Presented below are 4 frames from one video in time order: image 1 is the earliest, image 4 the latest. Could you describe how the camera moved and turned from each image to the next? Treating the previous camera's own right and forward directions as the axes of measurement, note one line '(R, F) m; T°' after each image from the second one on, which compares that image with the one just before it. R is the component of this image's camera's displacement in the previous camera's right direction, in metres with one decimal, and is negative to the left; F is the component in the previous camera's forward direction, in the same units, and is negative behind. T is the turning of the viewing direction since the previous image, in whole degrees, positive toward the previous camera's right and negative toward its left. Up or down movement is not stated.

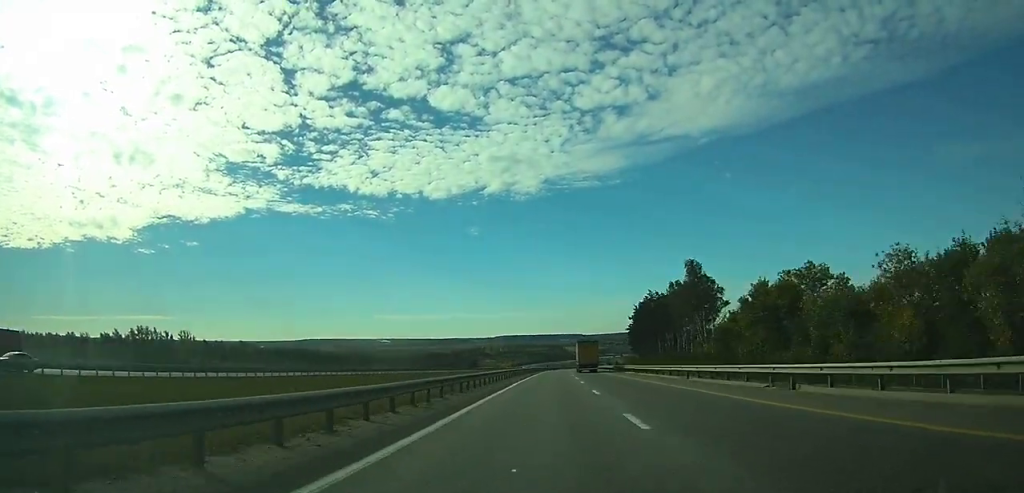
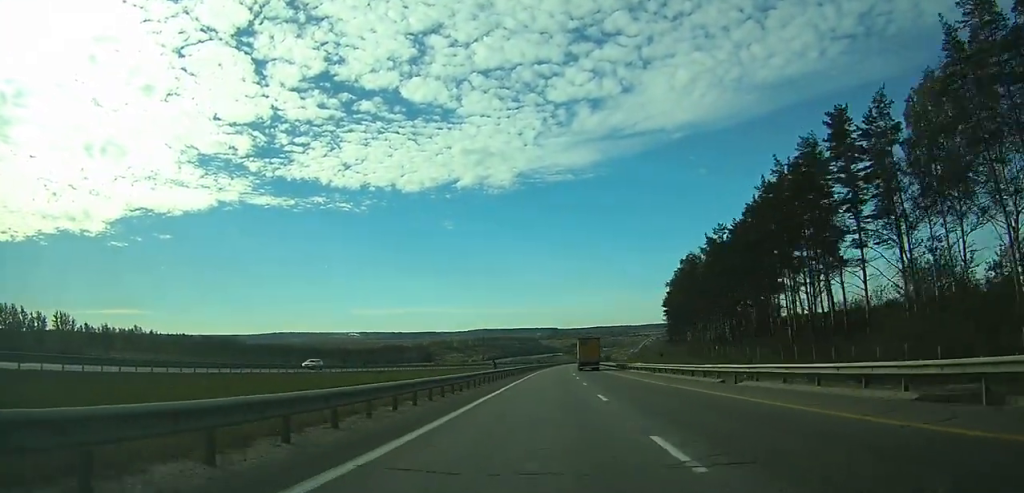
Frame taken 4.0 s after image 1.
(+2.4, +108.6) m; +3°
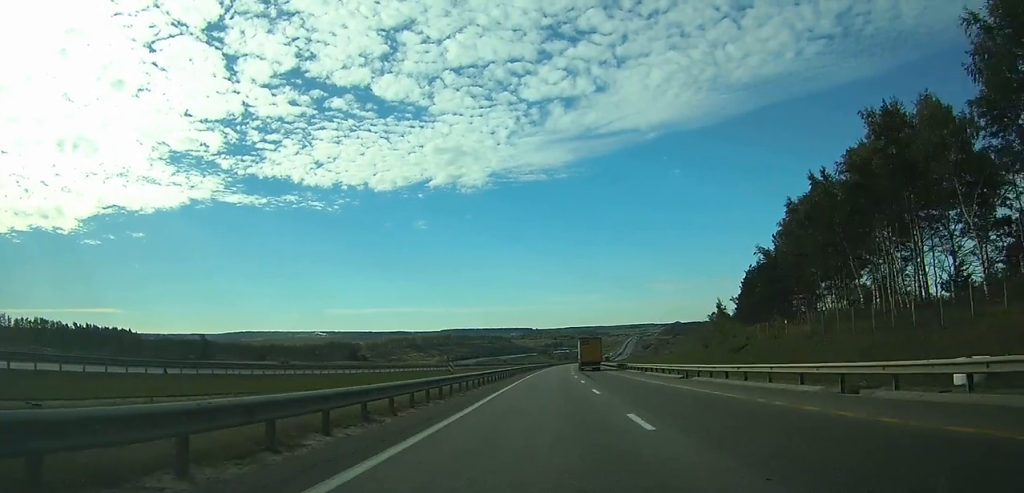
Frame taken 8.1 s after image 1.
(+2.4, +113.5) m; +2°
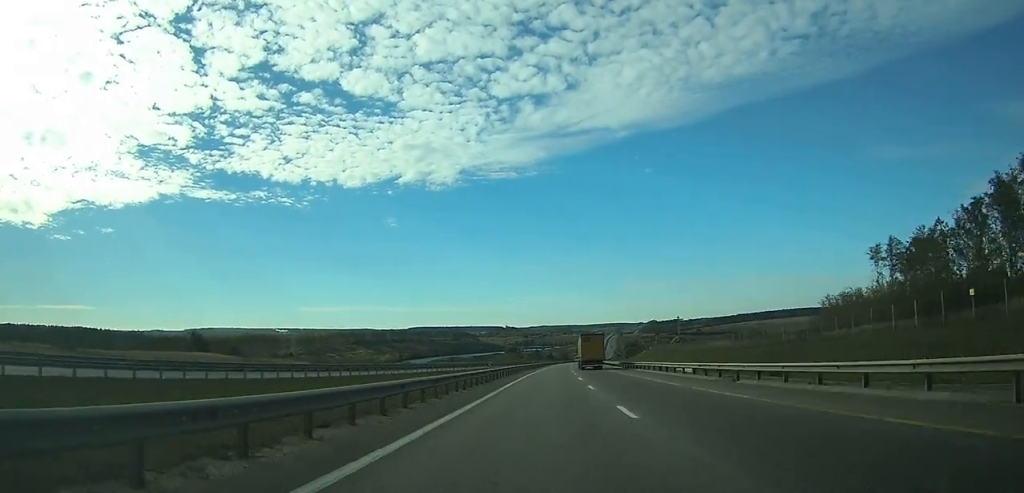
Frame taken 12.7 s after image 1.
(+2.8, +127.8) m; +3°
